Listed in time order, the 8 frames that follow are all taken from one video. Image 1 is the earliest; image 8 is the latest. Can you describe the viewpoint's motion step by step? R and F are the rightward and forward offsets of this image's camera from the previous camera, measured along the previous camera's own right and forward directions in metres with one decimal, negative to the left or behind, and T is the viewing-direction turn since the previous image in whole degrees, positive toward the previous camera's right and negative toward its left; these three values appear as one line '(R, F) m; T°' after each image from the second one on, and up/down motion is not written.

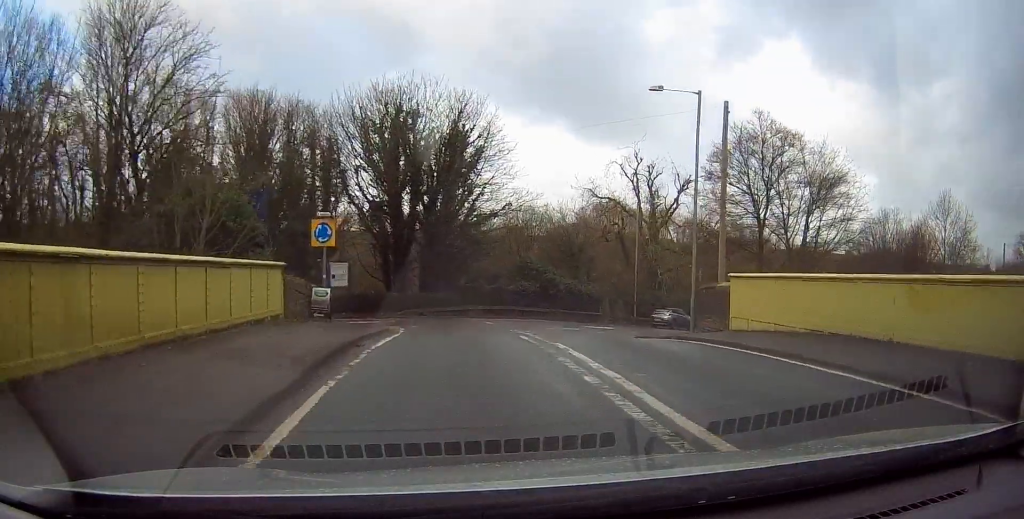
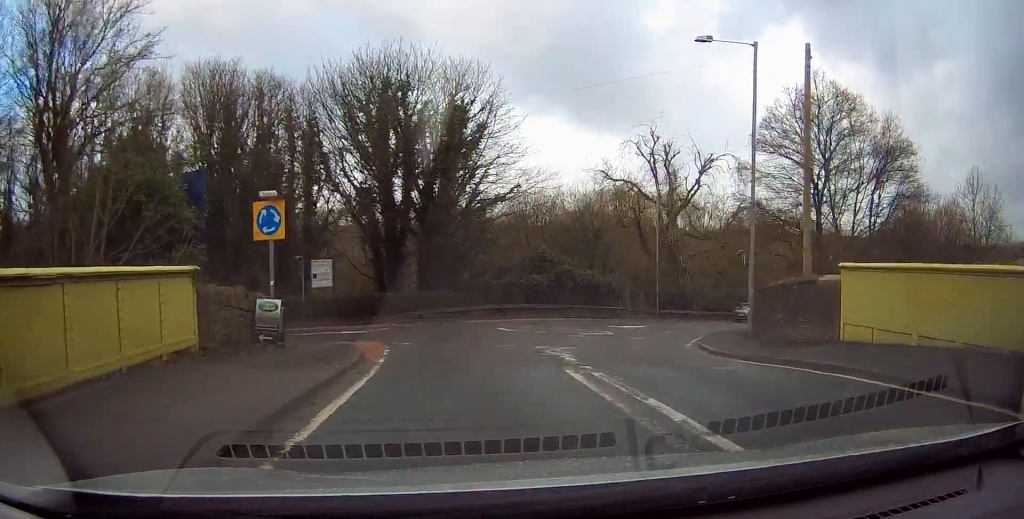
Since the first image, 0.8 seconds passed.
(-0.3, +5.2) m; -1°
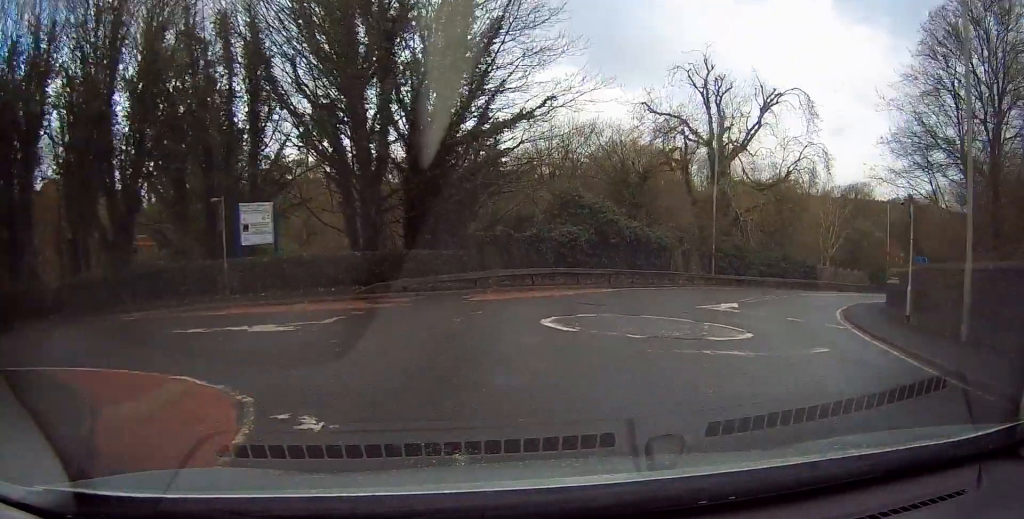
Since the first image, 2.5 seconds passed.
(+0.2, +10.9) m; +2°
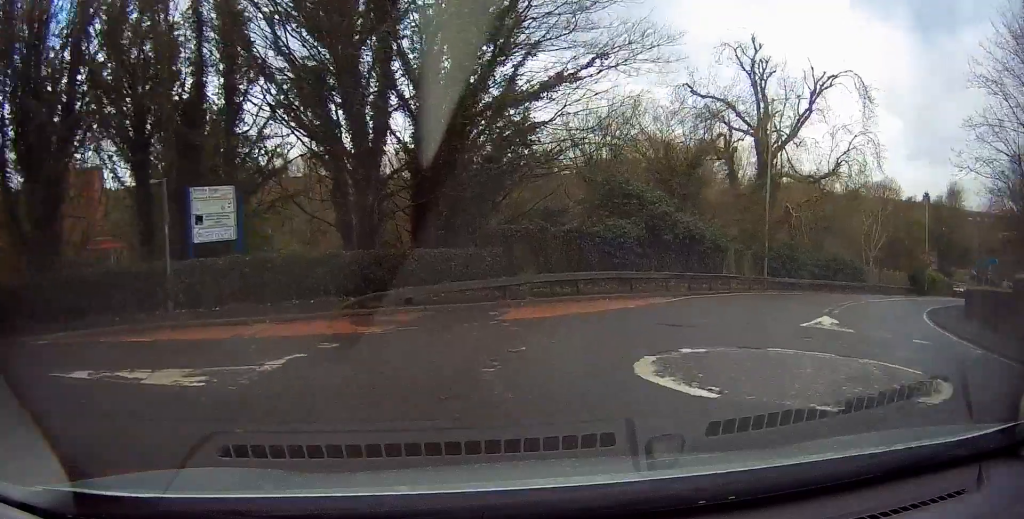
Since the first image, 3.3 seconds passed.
(-0.5, +5.2) m; +7°
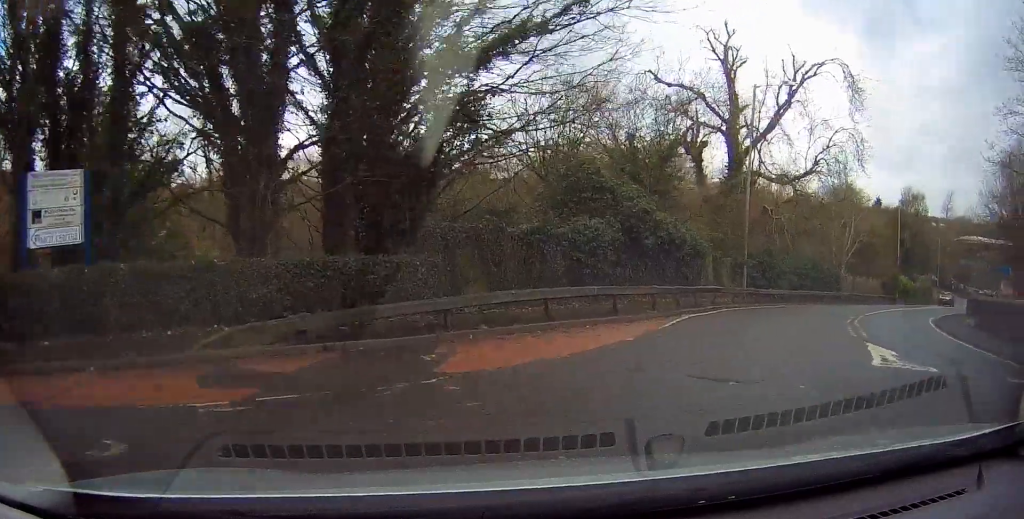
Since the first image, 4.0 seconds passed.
(+1.0, +4.8) m; +14°
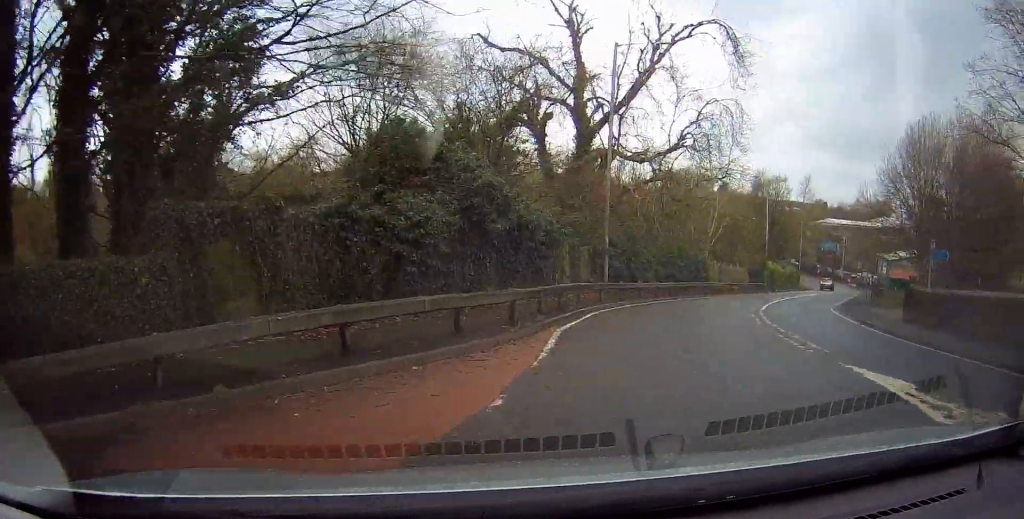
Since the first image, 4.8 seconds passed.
(+0.6, +5.0) m; +9°
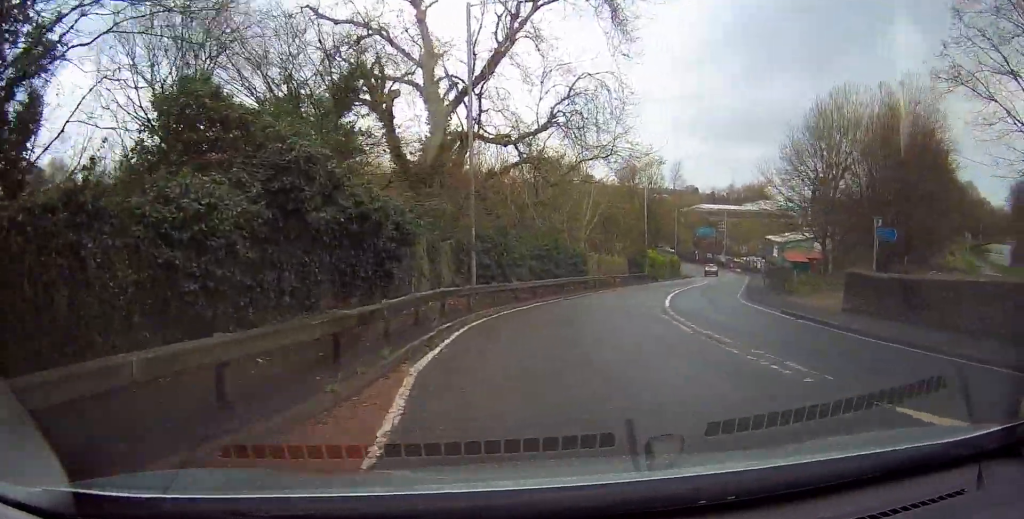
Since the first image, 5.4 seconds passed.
(+0.2, +4.2) m; +6°
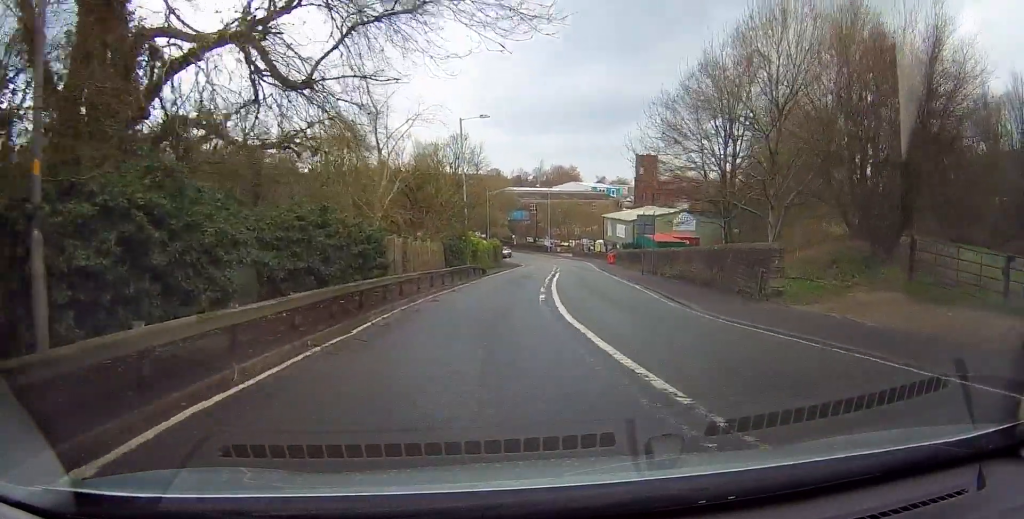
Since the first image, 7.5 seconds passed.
(+2.4, +15.1) m; +17°
